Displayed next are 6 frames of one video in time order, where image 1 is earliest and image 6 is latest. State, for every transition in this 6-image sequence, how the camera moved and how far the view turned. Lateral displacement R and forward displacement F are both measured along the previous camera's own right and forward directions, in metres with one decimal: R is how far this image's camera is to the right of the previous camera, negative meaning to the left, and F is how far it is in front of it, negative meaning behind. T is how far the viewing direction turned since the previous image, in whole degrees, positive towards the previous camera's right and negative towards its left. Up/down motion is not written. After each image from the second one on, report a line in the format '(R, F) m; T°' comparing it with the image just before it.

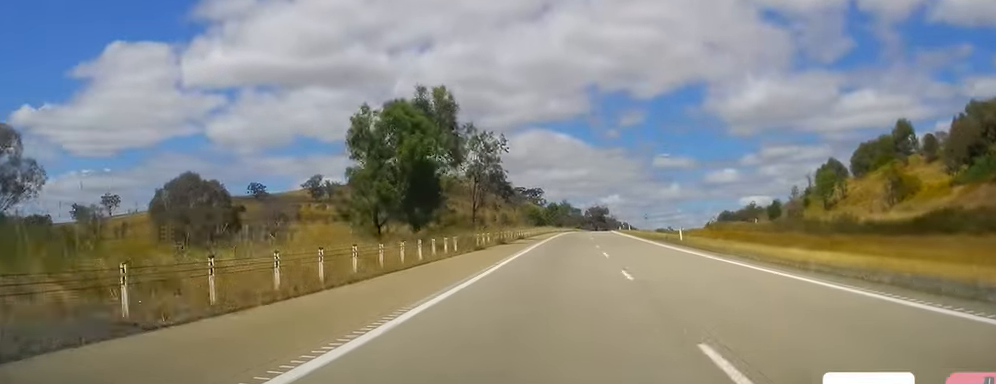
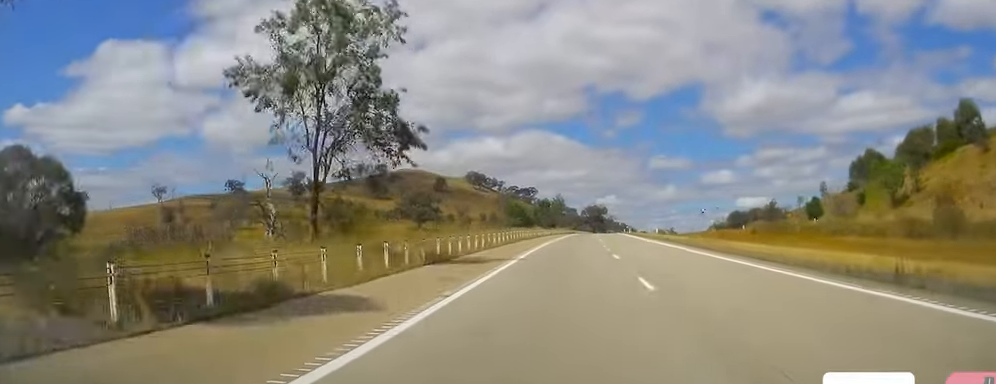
(-0.7, +38.2) m; -1°
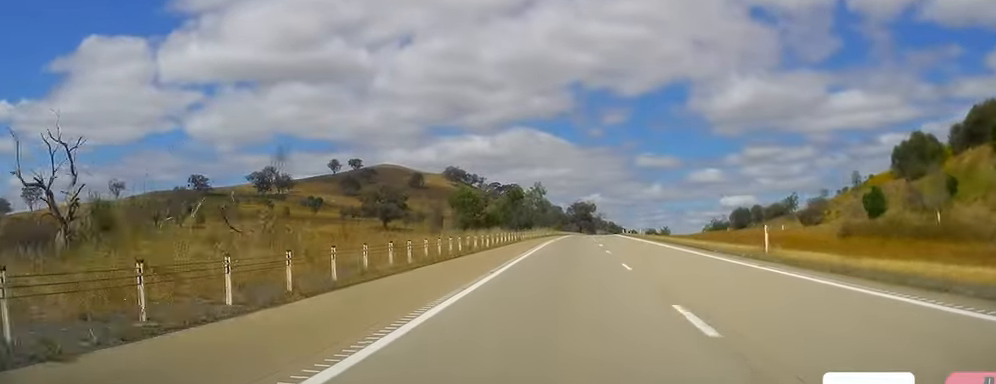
(+0.7, +41.1) m; +2°
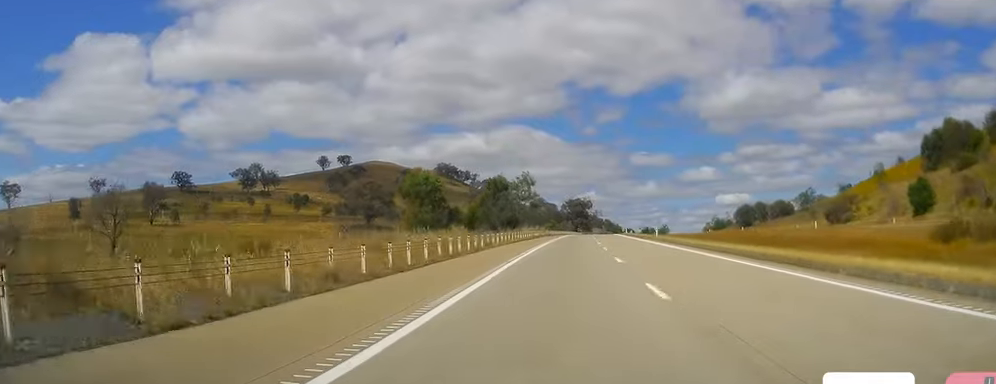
(-0.1, +20.1) m; +1°
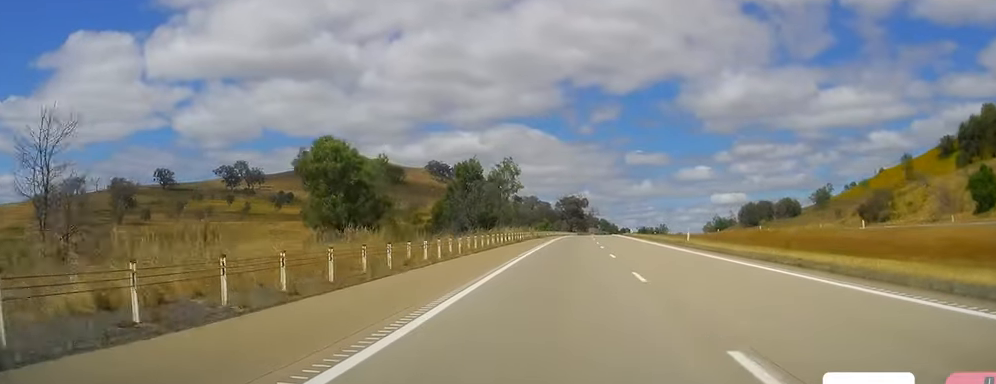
(+0.5, +20.1) m; +1°
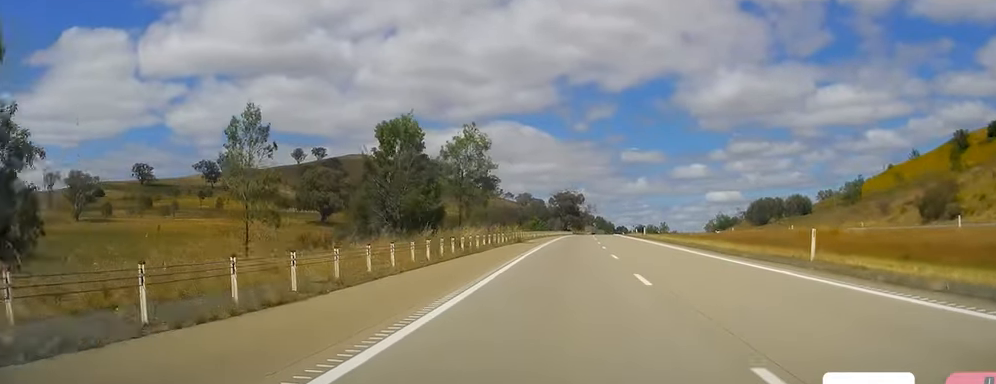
(0.0, +24.8) m; 0°
